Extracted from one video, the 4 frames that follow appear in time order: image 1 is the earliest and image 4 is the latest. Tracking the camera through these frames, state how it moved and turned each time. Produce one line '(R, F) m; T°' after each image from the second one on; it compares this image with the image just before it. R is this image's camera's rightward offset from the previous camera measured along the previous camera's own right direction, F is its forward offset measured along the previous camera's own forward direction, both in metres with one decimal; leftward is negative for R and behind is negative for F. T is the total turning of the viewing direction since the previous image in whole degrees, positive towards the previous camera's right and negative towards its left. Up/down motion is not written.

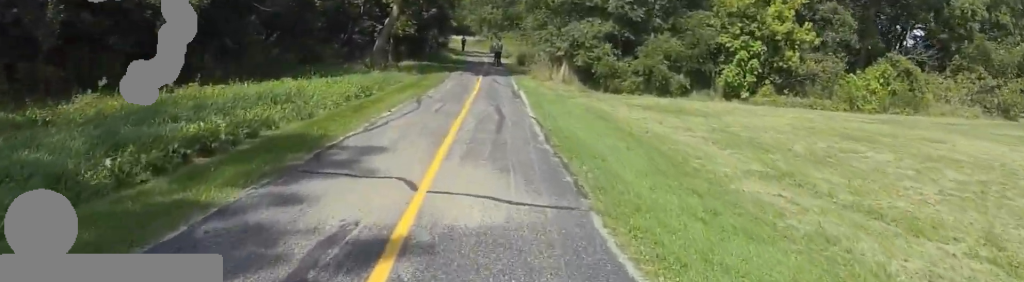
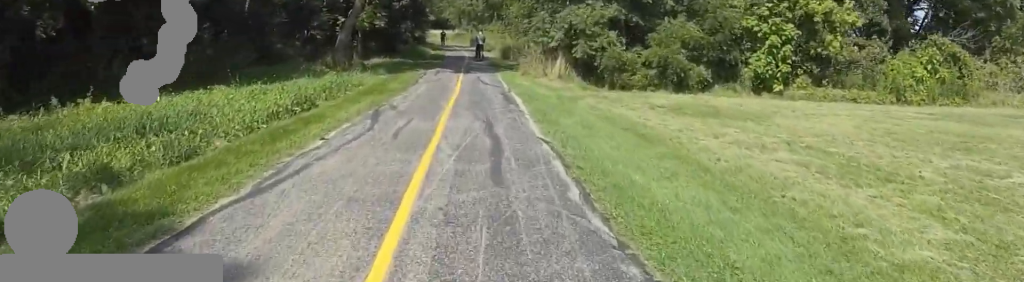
(+0.4, +3.8) m; 0°
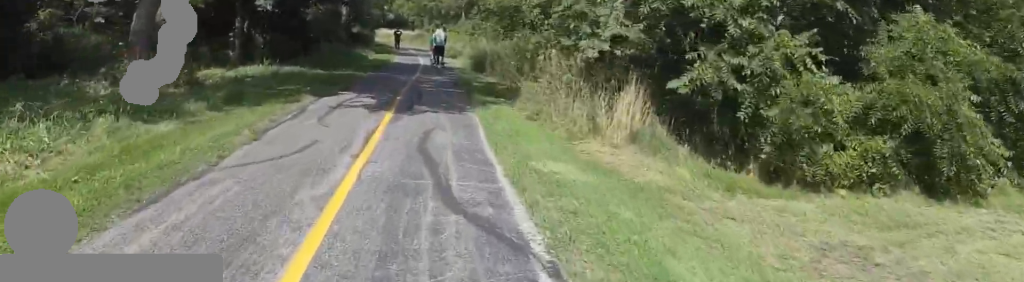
(-1.1, +12.7) m; -5°
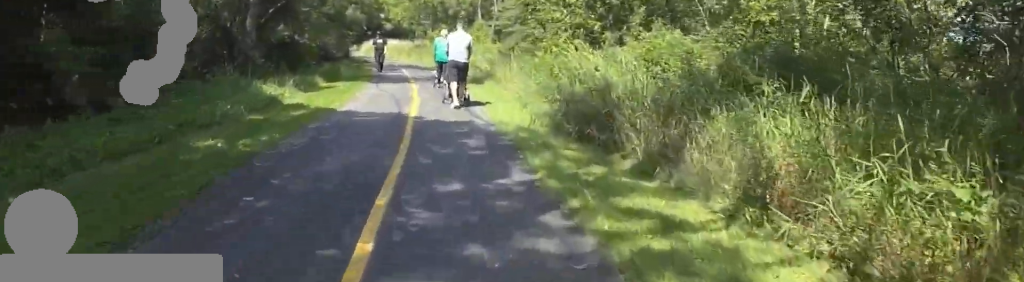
(+1.0, +17.7) m; -1°
